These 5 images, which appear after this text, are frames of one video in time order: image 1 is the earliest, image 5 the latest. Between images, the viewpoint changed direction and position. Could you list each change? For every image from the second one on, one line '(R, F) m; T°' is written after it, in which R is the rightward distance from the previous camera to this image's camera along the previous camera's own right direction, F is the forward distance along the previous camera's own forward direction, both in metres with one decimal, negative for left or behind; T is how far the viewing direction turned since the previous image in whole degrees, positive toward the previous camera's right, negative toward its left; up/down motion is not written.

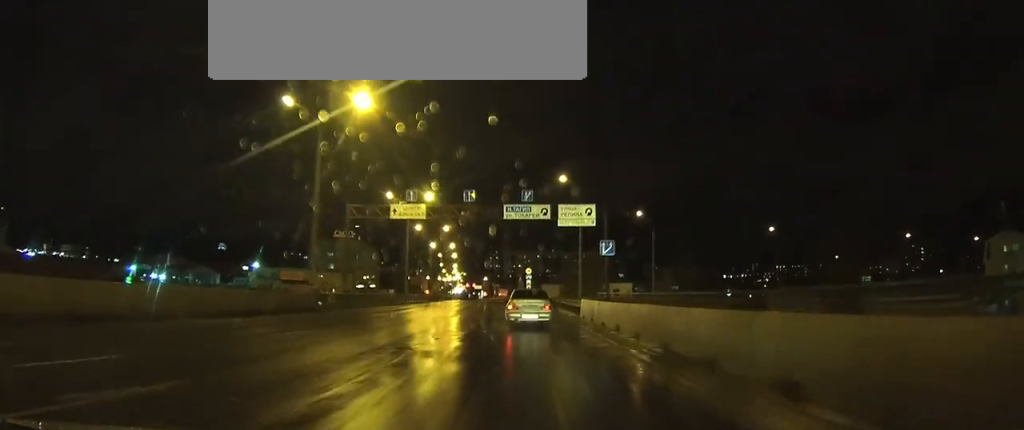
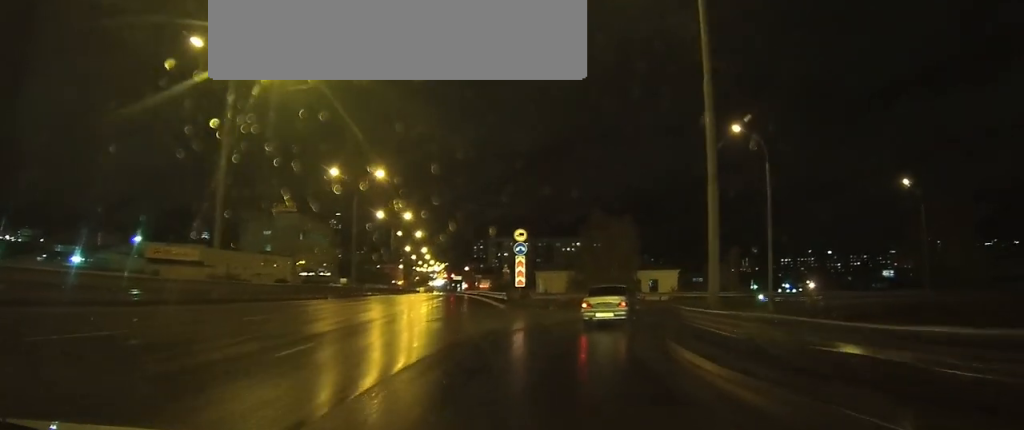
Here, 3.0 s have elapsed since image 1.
(+0.4, +48.9) m; +4°
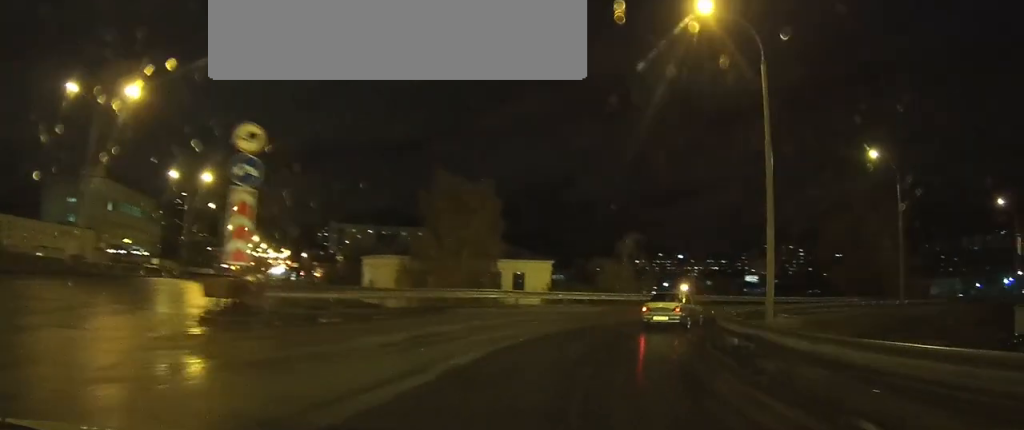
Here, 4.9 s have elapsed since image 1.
(+2.9, +22.2) m; +16°
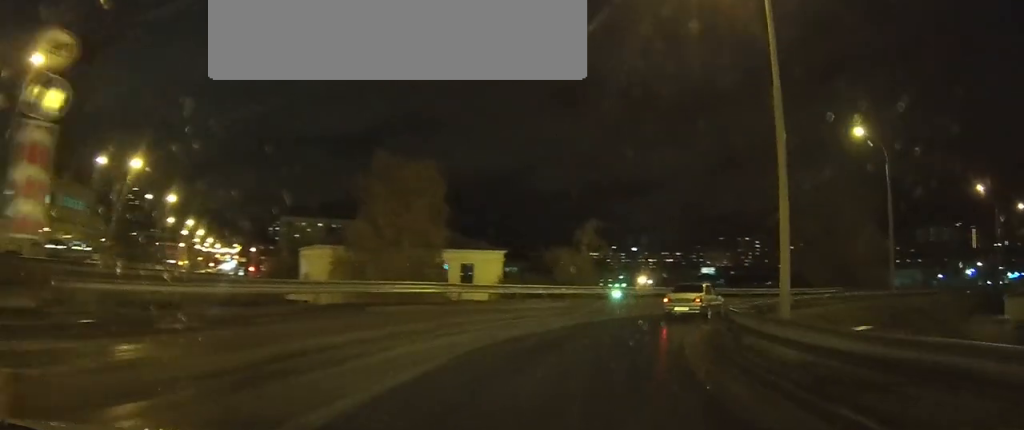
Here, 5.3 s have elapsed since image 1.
(+0.3, +5.2) m; +4°
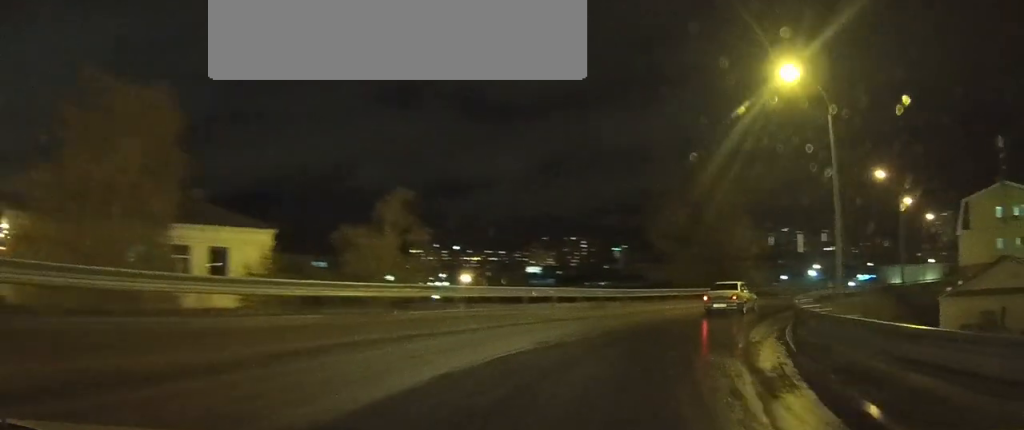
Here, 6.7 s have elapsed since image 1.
(+1.1, +14.3) m; +13°
